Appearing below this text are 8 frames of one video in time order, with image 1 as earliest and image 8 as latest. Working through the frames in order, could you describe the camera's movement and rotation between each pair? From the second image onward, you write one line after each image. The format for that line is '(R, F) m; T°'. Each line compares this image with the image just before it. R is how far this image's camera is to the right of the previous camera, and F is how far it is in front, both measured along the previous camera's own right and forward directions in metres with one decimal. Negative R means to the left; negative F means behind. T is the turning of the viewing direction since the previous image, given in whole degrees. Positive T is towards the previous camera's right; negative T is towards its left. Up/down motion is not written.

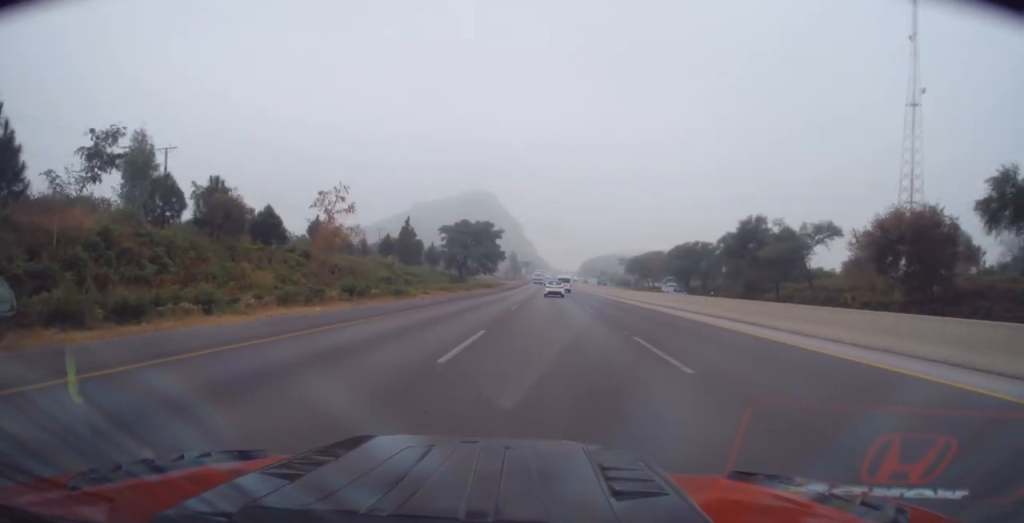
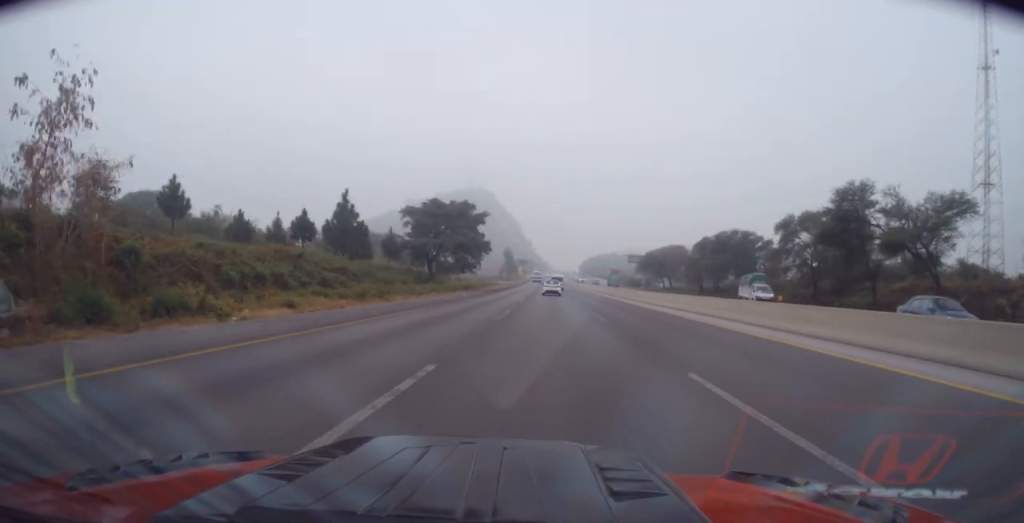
(+0.6, +24.3) m; 0°
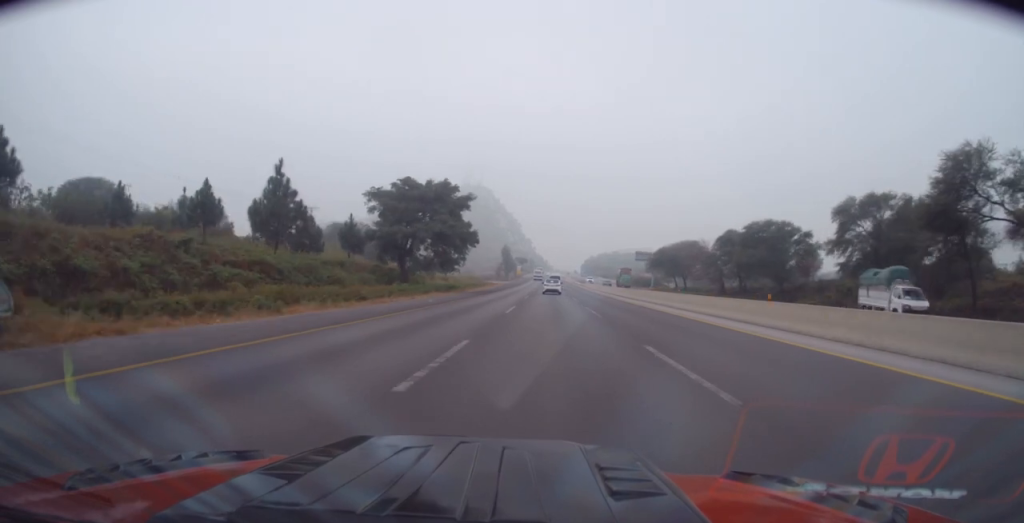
(-0.3, +14.2) m; -1°
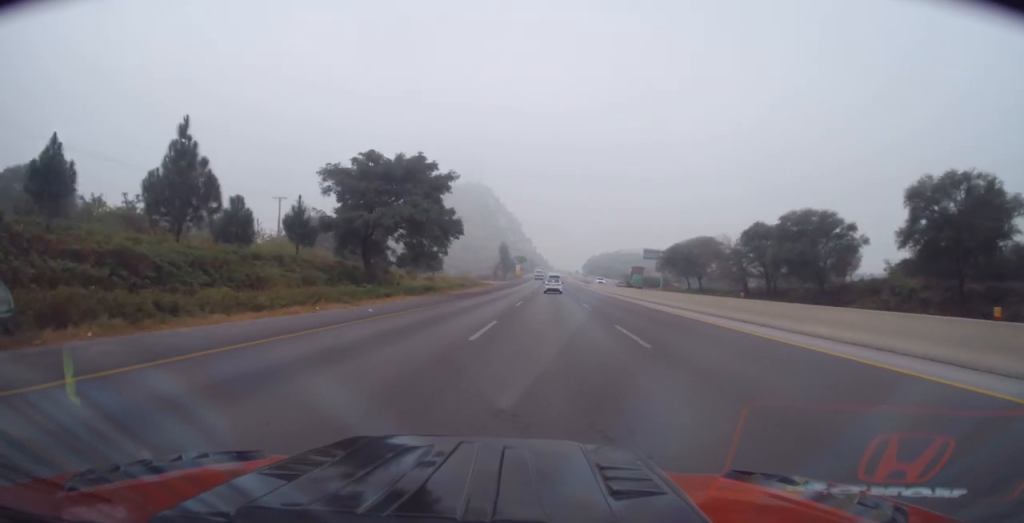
(-0.2, +11.9) m; -1°
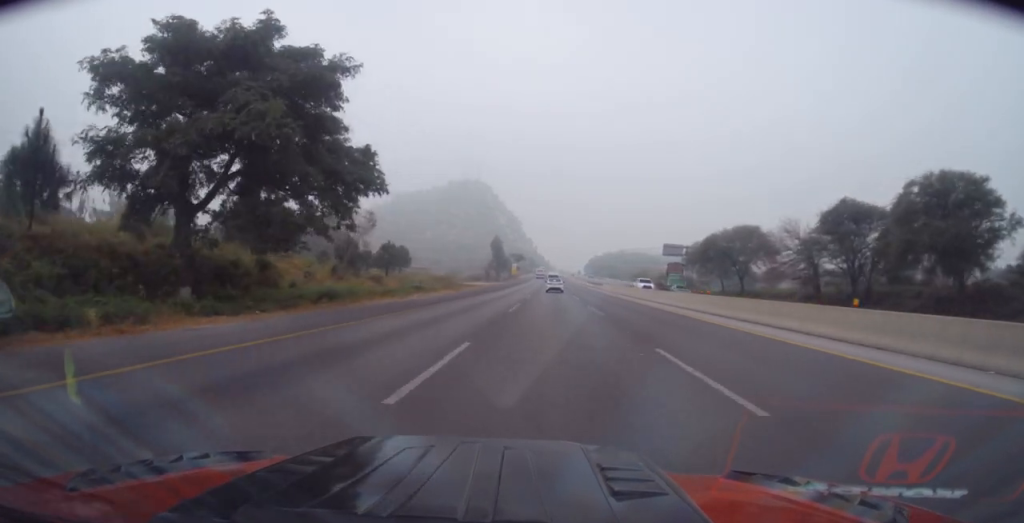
(0.0, +24.8) m; +1°
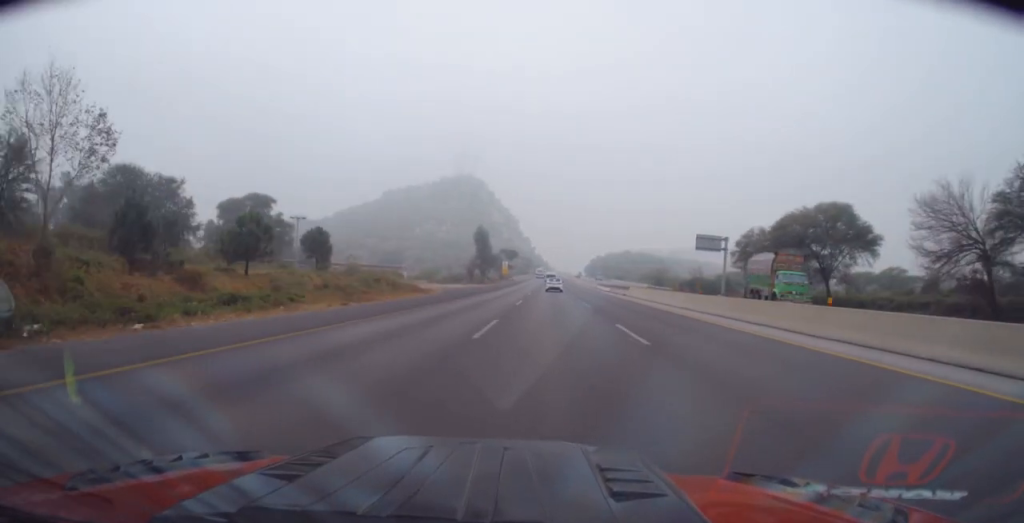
(+0.3, +29.0) m; 0°
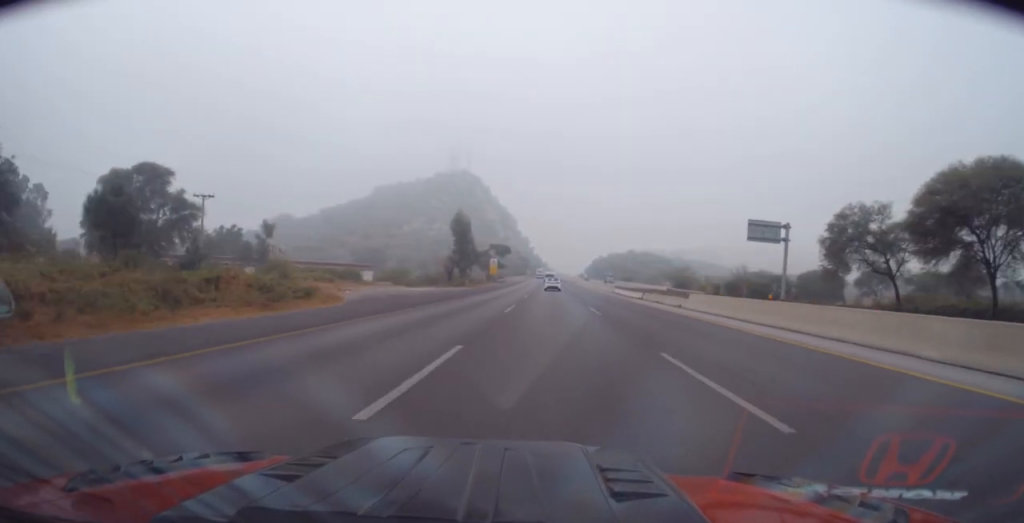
(-0.1, +25.9) m; 0°
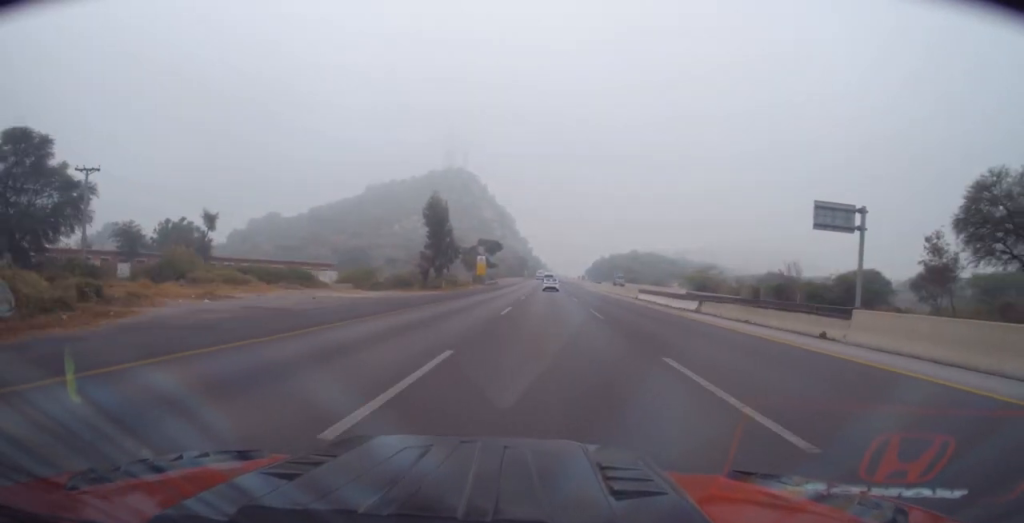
(+0.2, +18.6) m; +1°
